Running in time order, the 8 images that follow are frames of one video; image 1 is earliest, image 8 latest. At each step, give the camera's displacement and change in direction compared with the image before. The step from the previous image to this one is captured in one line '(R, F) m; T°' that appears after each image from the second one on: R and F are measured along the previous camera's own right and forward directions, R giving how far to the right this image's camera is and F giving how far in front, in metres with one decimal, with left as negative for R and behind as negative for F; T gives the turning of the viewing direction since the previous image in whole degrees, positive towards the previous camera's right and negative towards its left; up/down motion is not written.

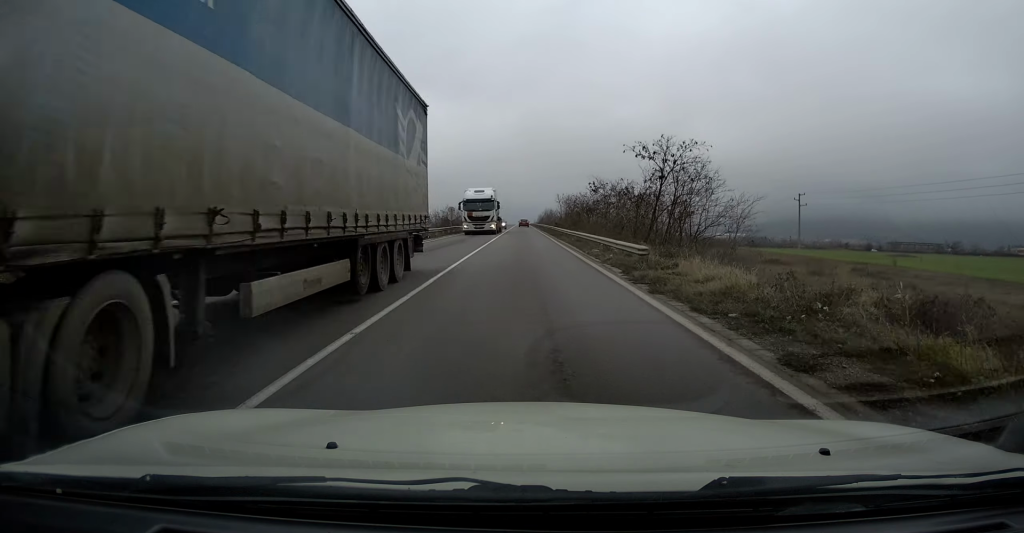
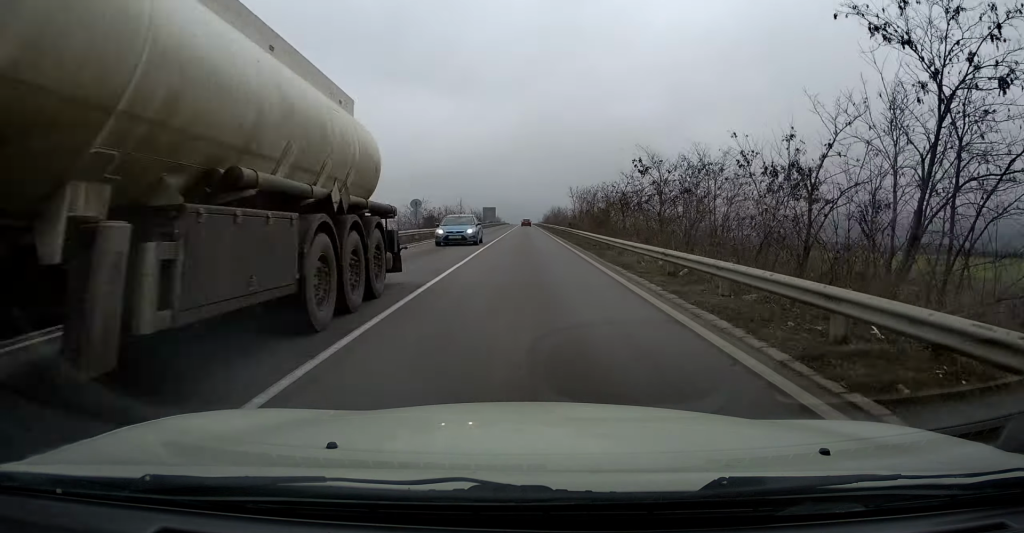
(-0.1, +22.2) m; 0°
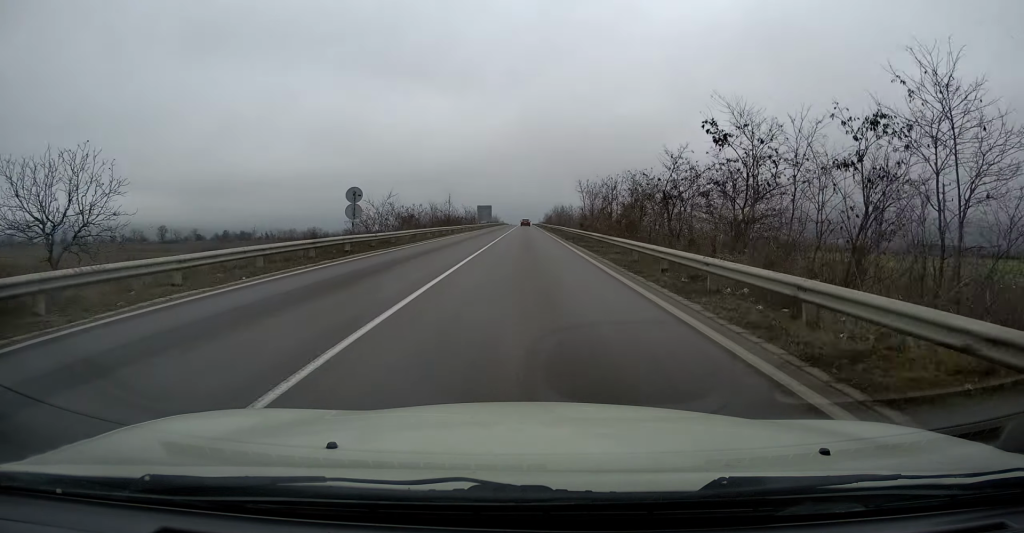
(0.0, +14.8) m; +1°
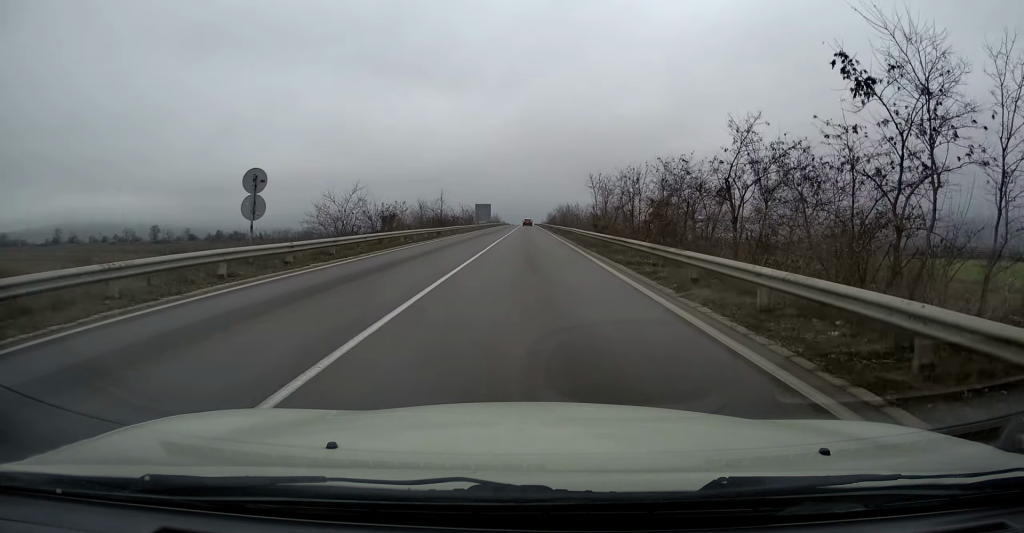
(+0.2, +10.1) m; 0°
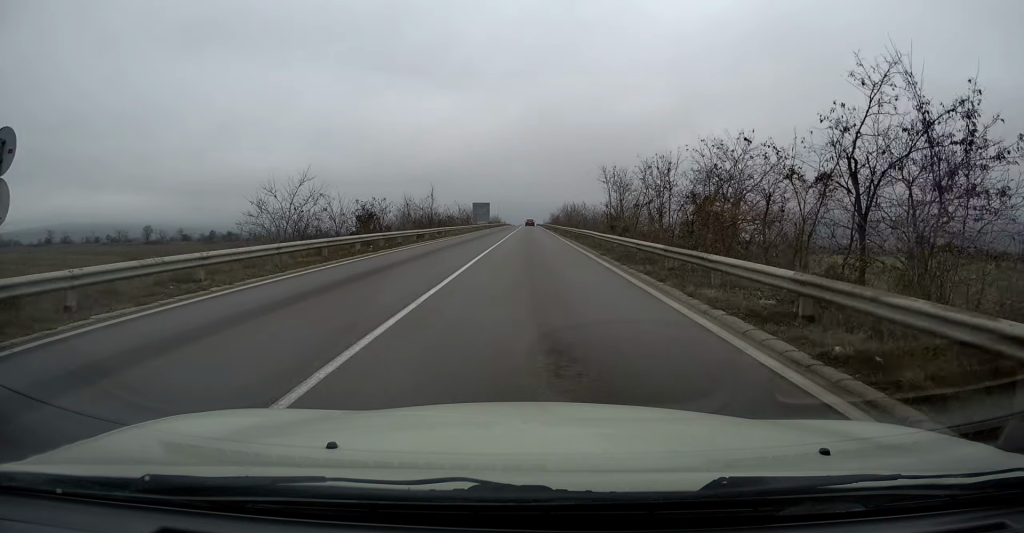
(0.0, +9.0) m; 0°
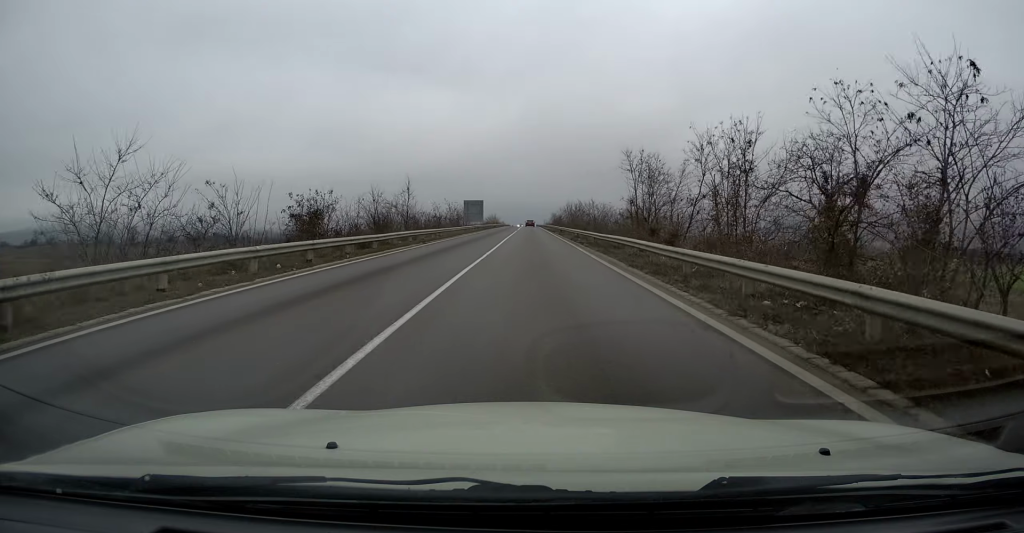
(-0.1, +13.1) m; 0°
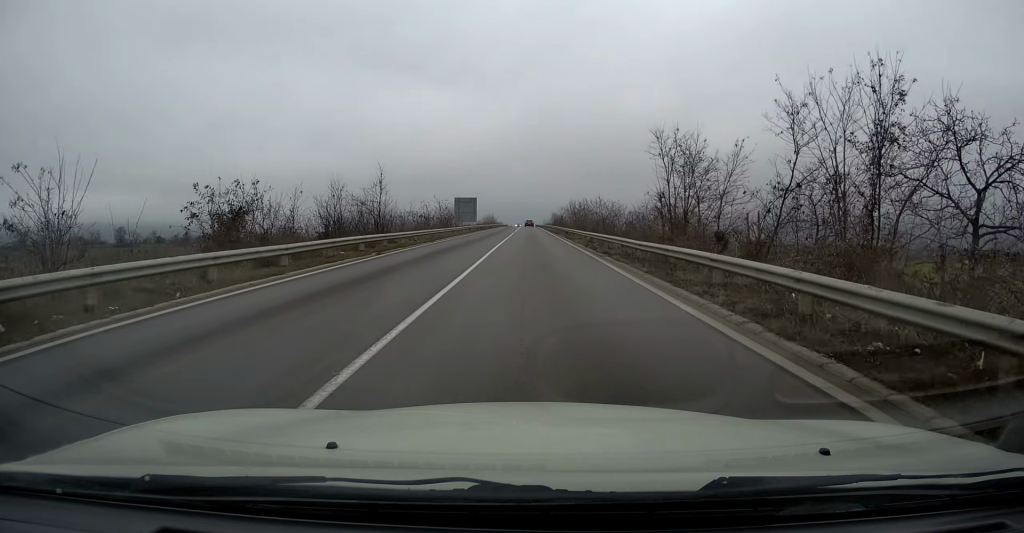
(+0.1, +9.8) m; 0°
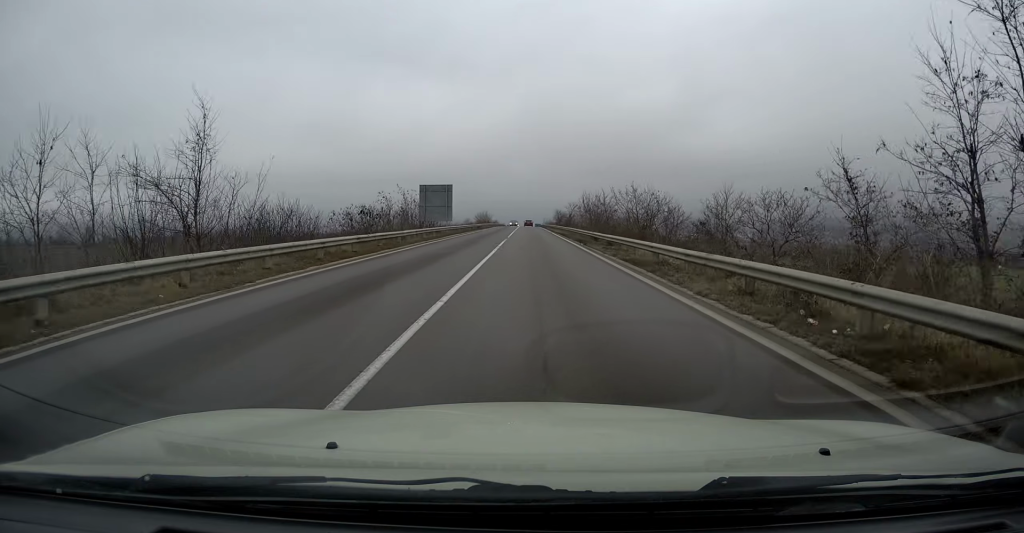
(-0.1, +24.3) m; 0°
